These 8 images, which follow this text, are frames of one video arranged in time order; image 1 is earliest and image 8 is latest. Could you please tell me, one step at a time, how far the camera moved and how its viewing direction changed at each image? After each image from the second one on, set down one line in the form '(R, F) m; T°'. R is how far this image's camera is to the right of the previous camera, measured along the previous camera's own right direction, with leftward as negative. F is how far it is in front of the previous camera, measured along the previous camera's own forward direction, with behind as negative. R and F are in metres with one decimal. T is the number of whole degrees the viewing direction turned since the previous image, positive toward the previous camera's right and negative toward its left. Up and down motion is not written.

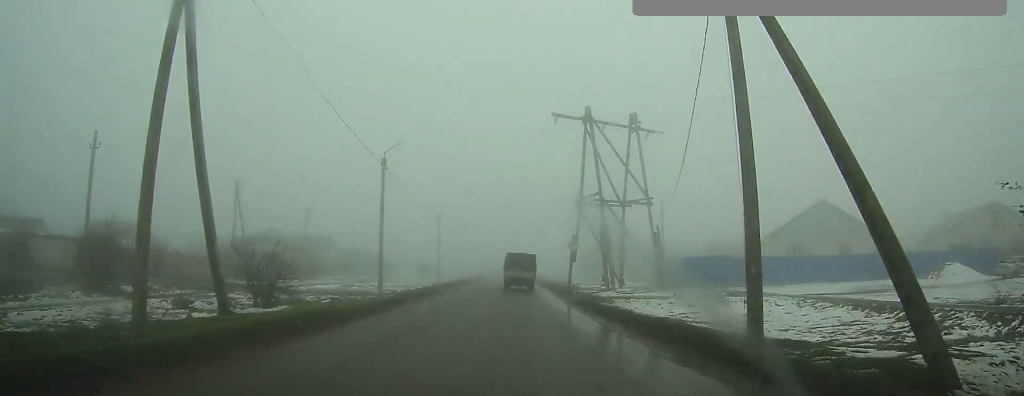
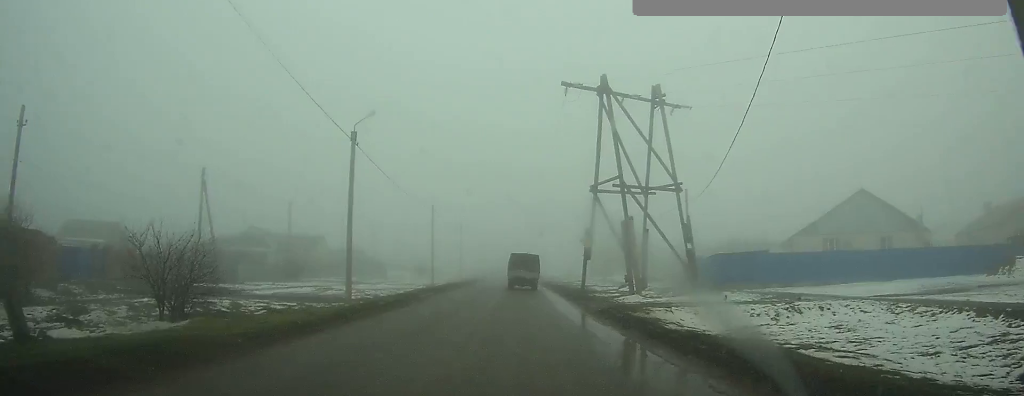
(0.0, +7.0) m; 0°
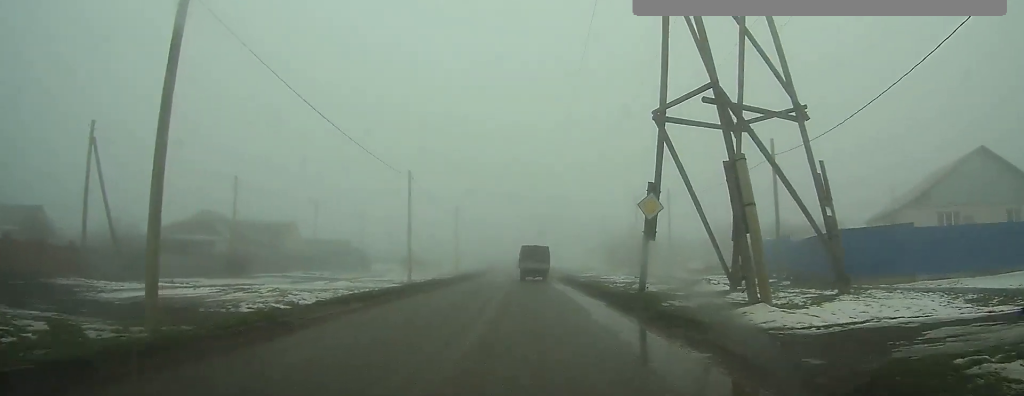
(+0.1, +15.4) m; +1°
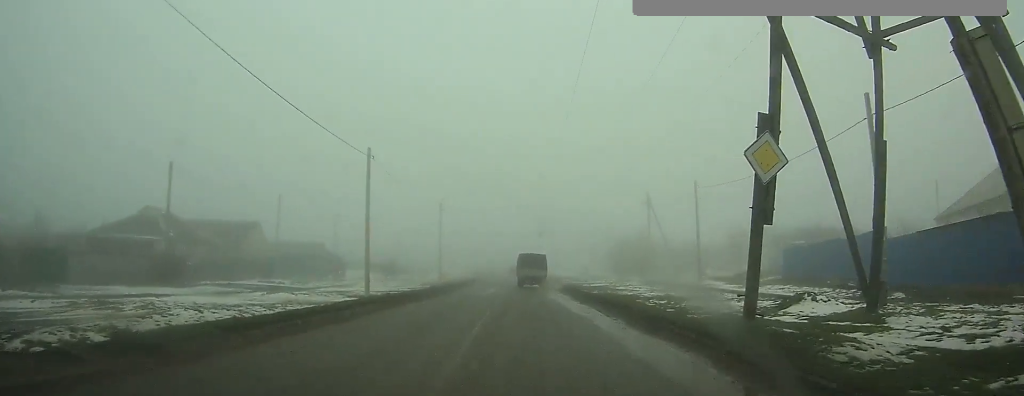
(0.0, +10.2) m; 0°
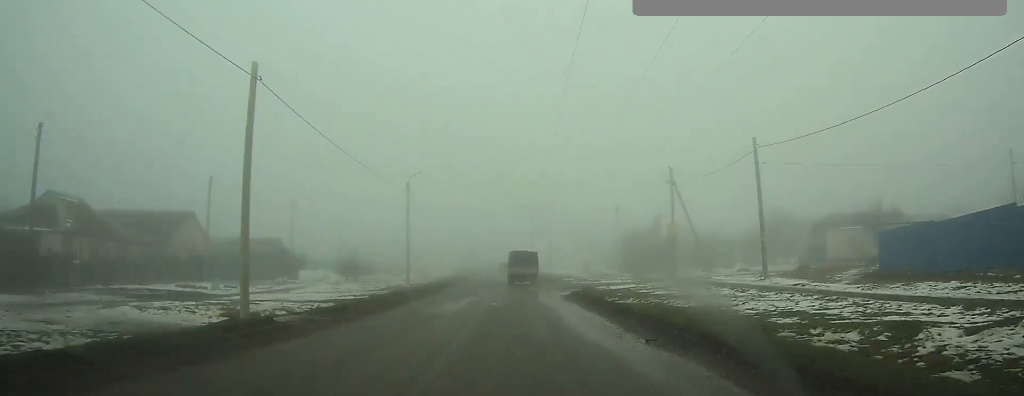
(0.0, +12.9) m; 0°
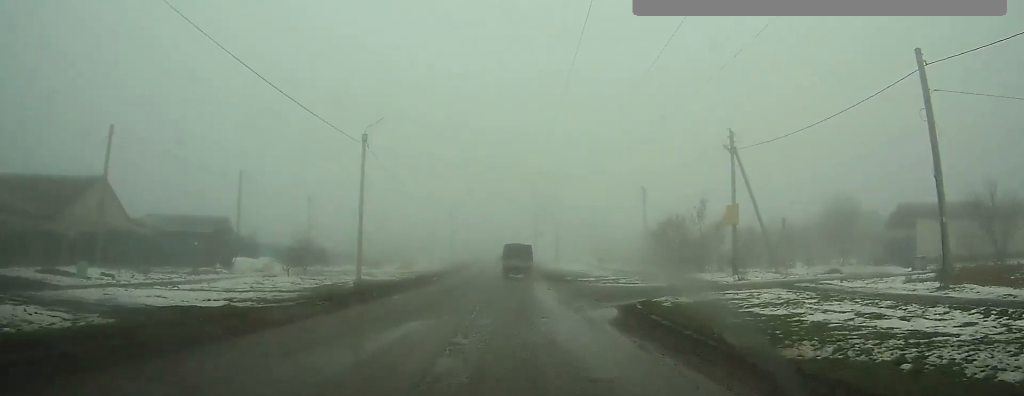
(0.0, +13.8) m; 0°
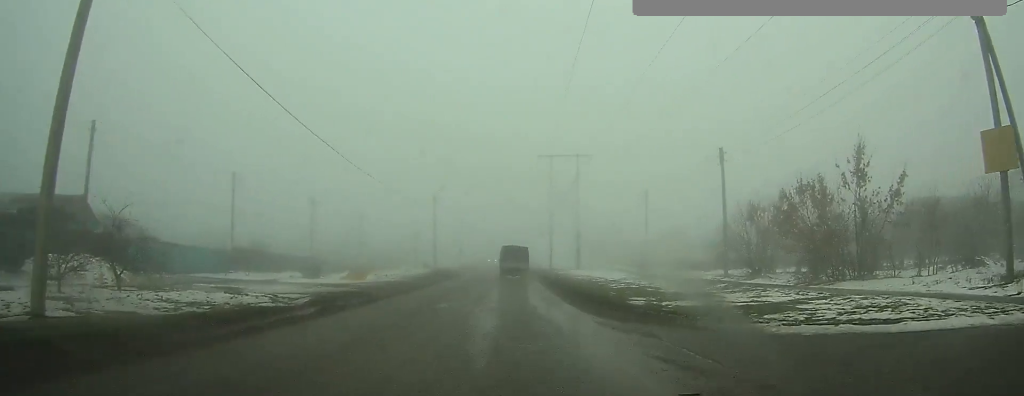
(-0.4, +22.4) m; -2°
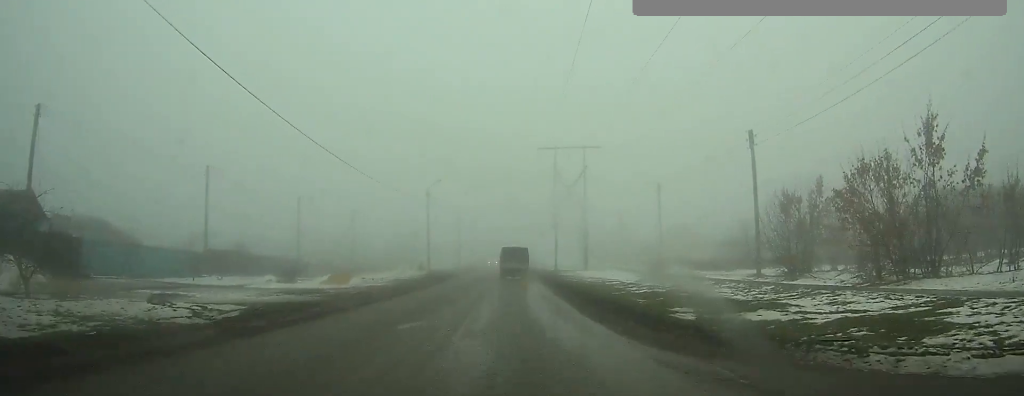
(0.0, +5.3) m; 0°
